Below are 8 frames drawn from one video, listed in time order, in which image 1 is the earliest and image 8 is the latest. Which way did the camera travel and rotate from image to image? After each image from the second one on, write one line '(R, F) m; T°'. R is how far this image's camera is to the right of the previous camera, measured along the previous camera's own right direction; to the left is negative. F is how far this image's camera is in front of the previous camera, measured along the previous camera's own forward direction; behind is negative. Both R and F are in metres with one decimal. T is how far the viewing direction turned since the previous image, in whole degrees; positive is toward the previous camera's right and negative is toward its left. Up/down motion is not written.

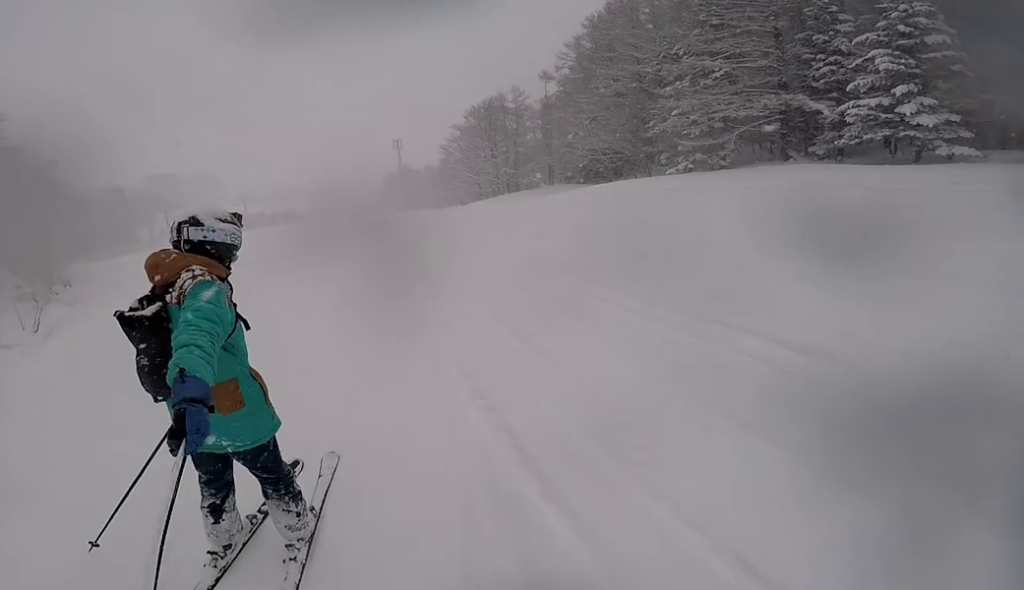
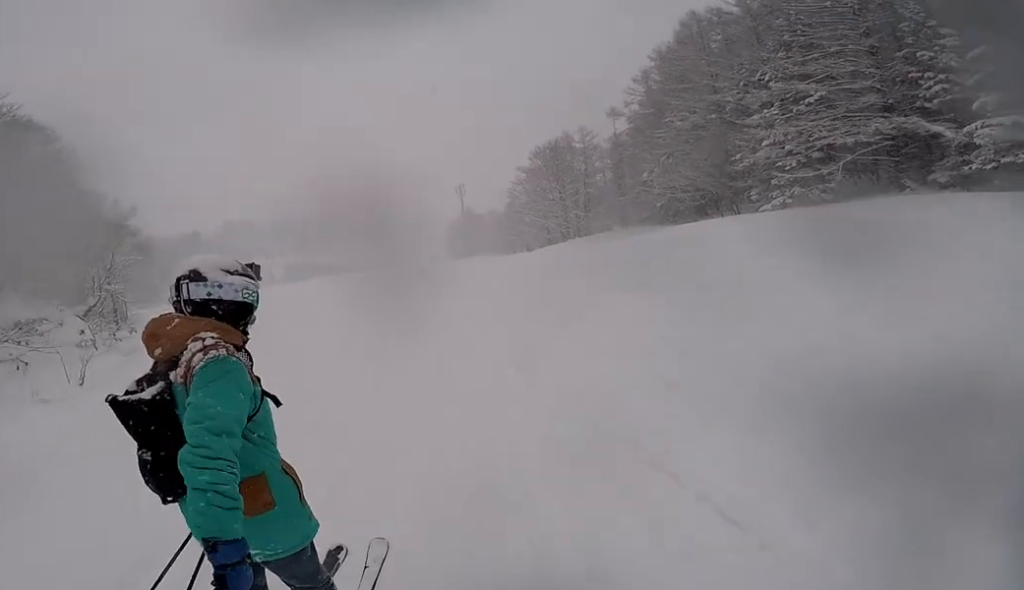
(-0.1, +2.0) m; 0°
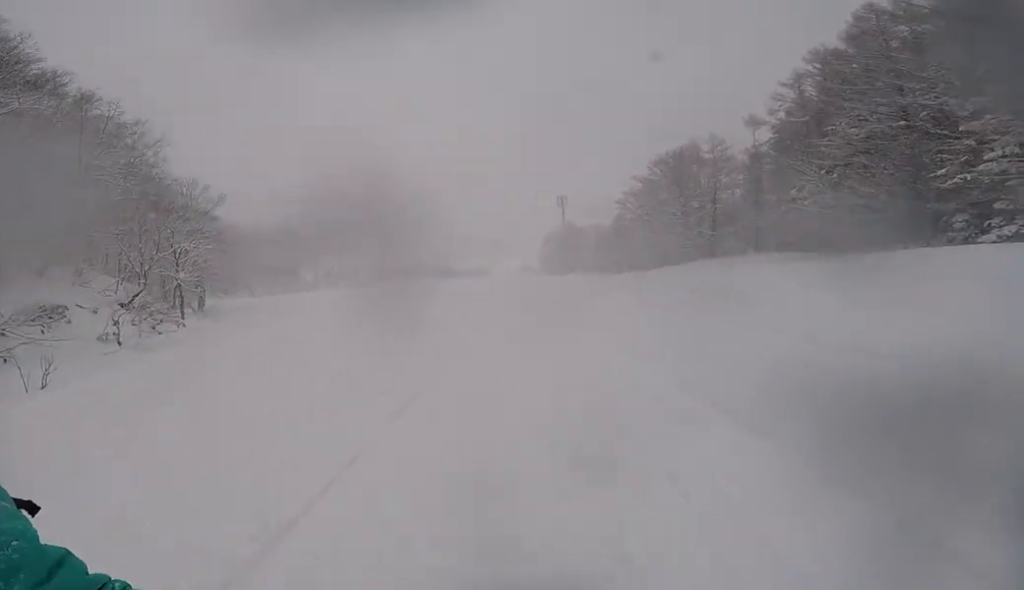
(-0.1, +5.6) m; -5°
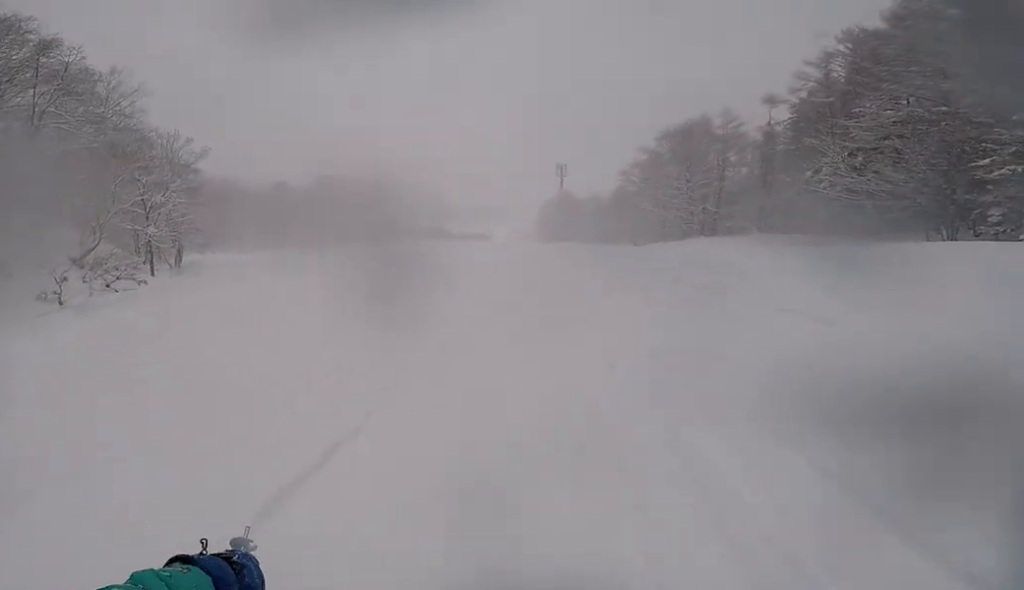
(+0.3, +2.6) m; -5°
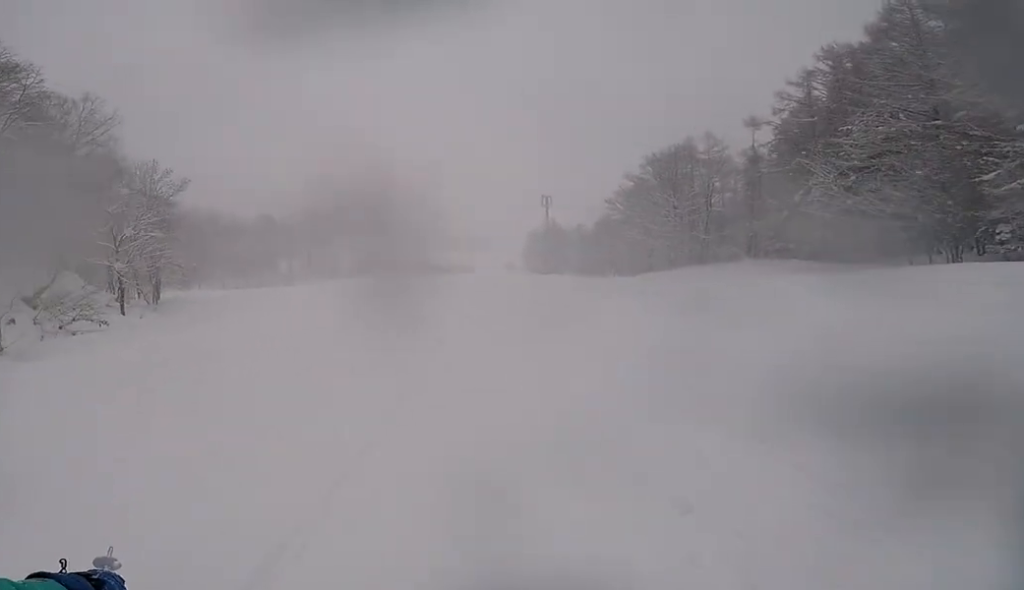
(-0.7, +2.4) m; -1°
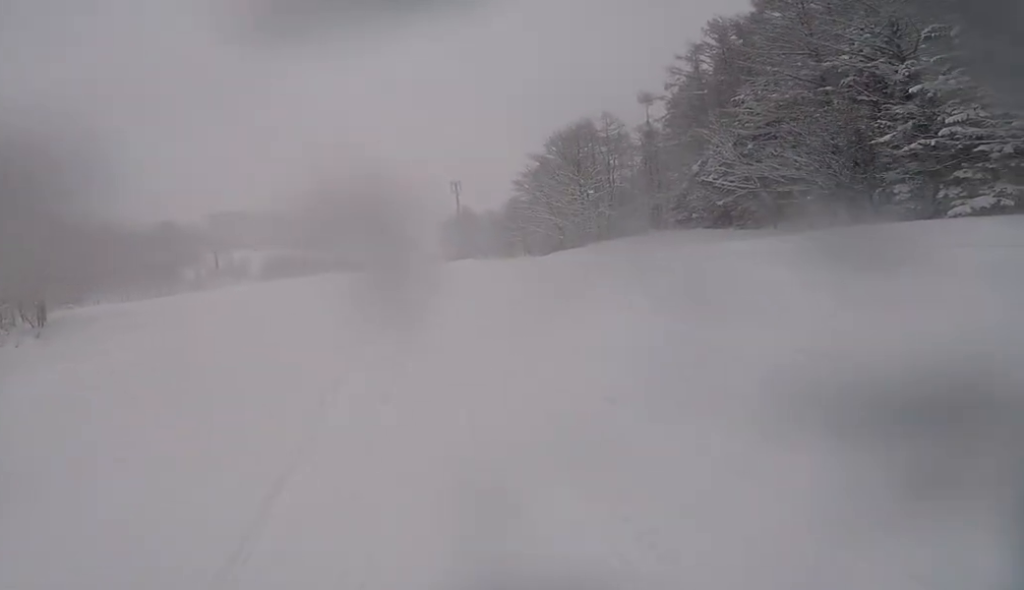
(-0.2, +3.0) m; 0°
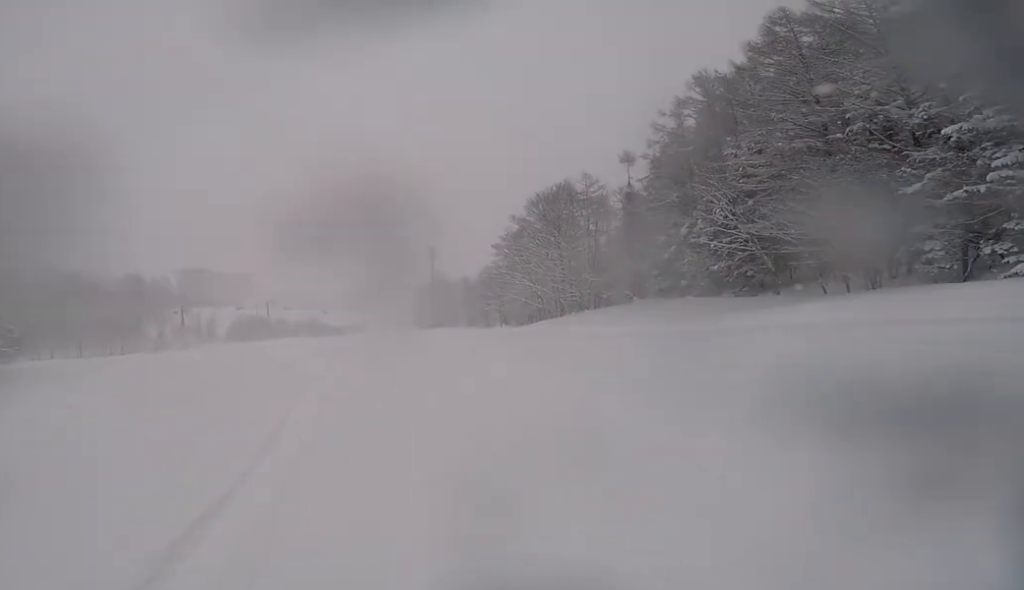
(+0.4, +5.3) m; +6°
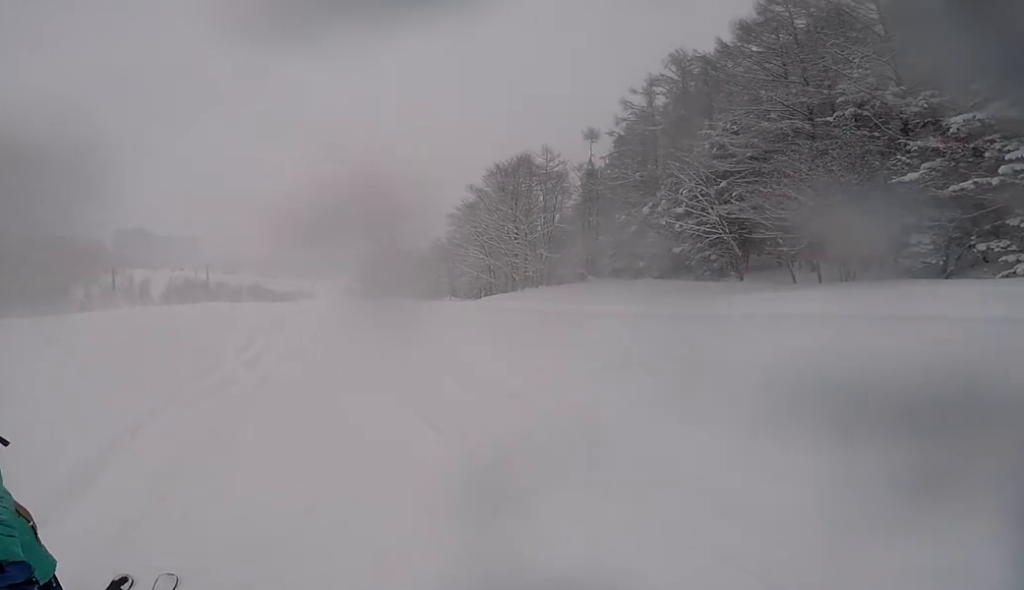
(+0.3, +3.5) m; +8°
